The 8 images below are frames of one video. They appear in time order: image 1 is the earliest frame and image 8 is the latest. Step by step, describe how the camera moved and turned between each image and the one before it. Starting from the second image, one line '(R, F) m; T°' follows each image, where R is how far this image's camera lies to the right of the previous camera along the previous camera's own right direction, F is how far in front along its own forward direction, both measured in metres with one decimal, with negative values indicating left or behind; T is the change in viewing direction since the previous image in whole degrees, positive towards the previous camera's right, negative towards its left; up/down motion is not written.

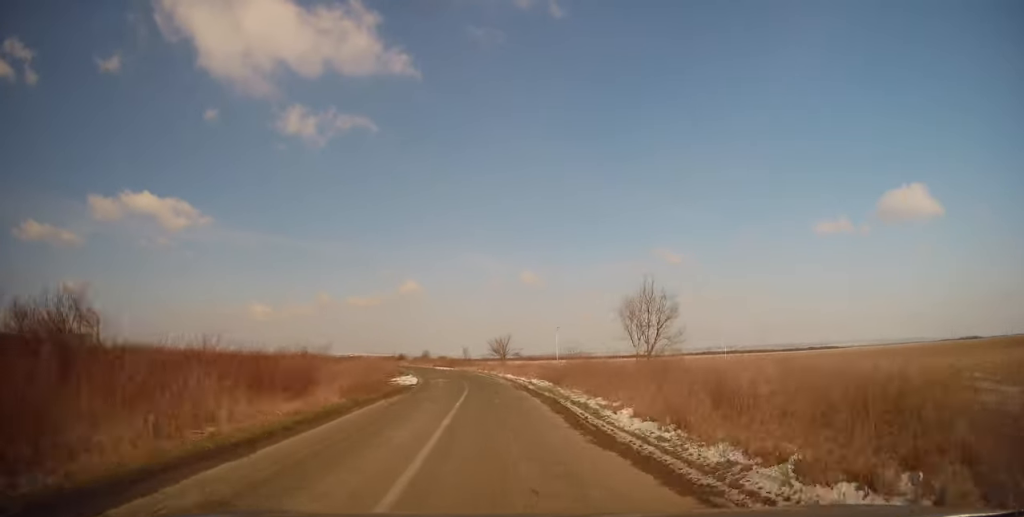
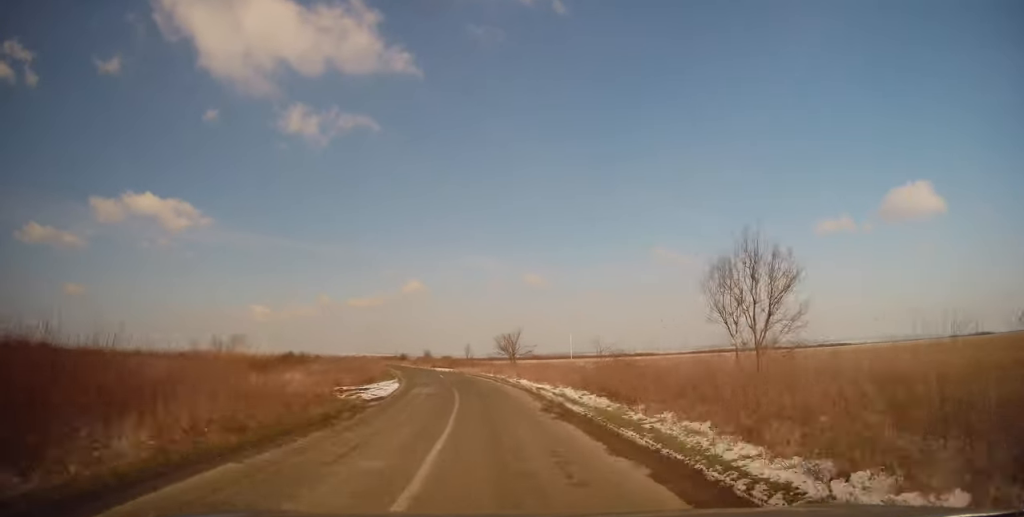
(-0.3, +10.8) m; -1°
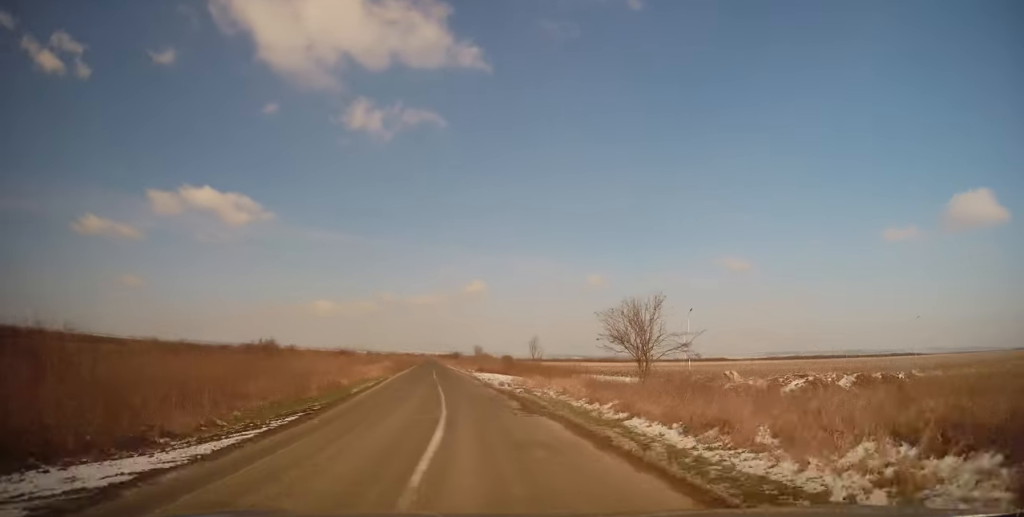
(0.0, +29.6) m; -4°
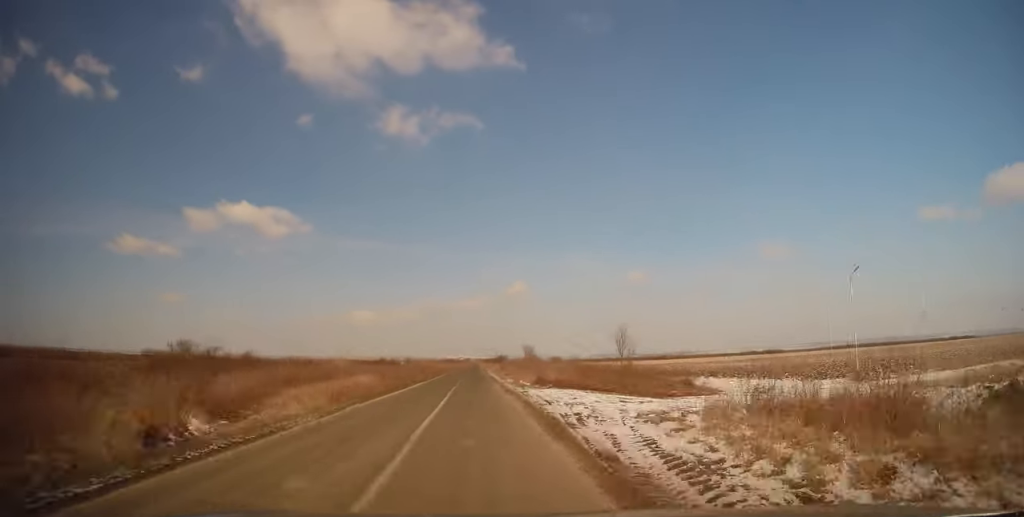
(-1.5, +21.4) m; -5°
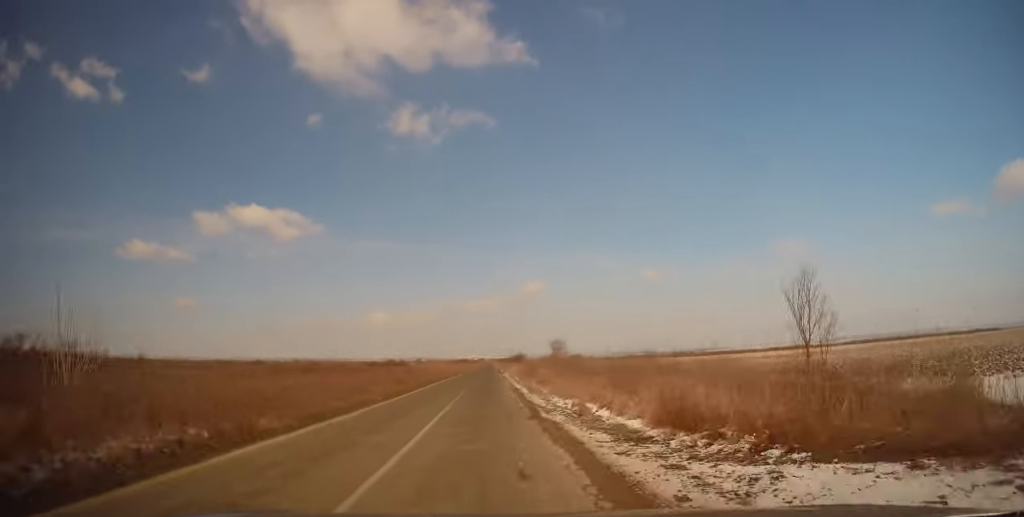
(-0.6, +20.2) m; -2°
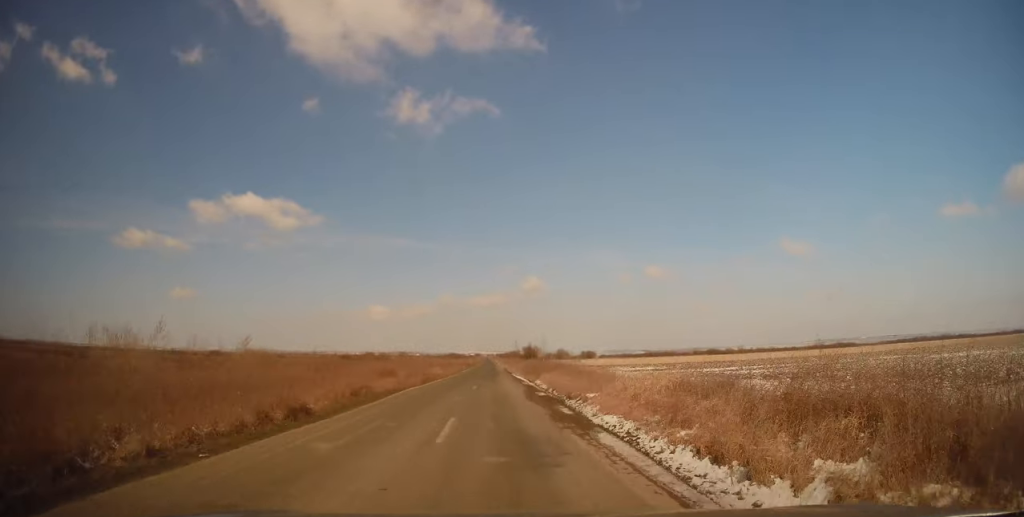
(-0.6, +58.6) m; 0°
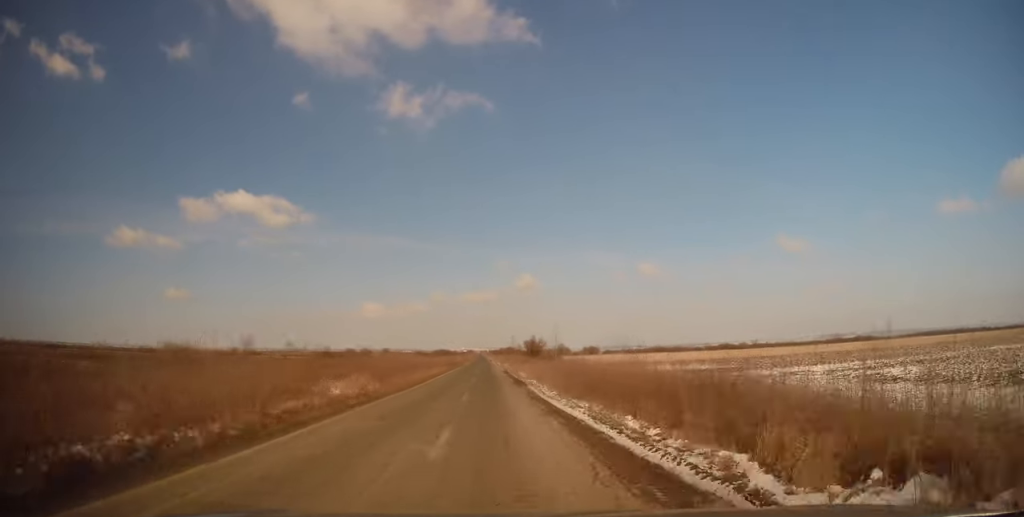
(0.0, +27.2) m; +1°
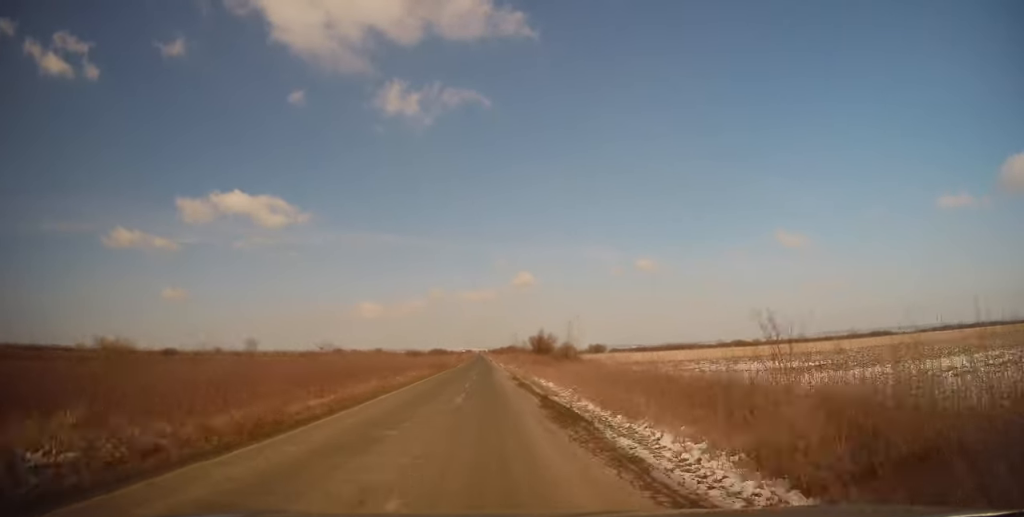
(+0.3, +17.4) m; 0°
